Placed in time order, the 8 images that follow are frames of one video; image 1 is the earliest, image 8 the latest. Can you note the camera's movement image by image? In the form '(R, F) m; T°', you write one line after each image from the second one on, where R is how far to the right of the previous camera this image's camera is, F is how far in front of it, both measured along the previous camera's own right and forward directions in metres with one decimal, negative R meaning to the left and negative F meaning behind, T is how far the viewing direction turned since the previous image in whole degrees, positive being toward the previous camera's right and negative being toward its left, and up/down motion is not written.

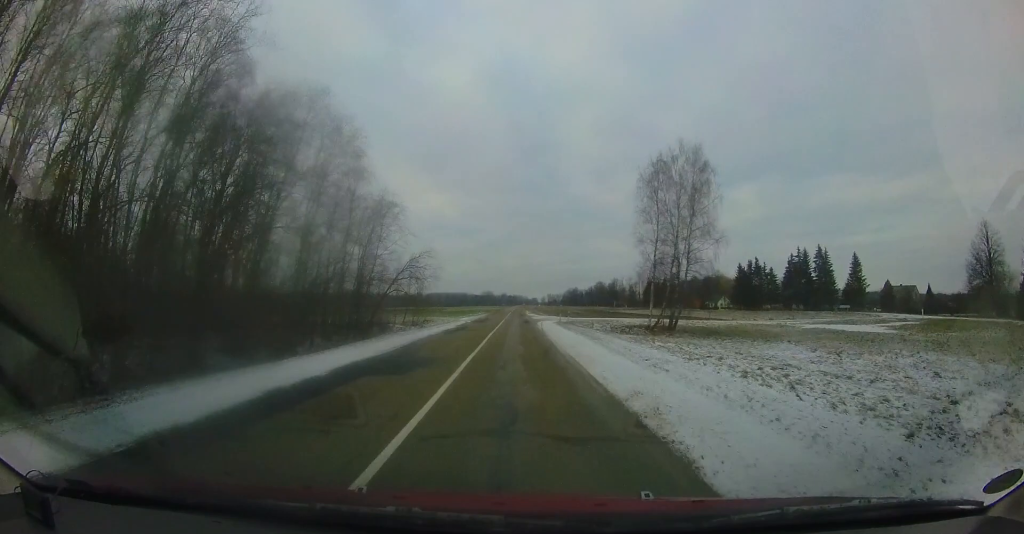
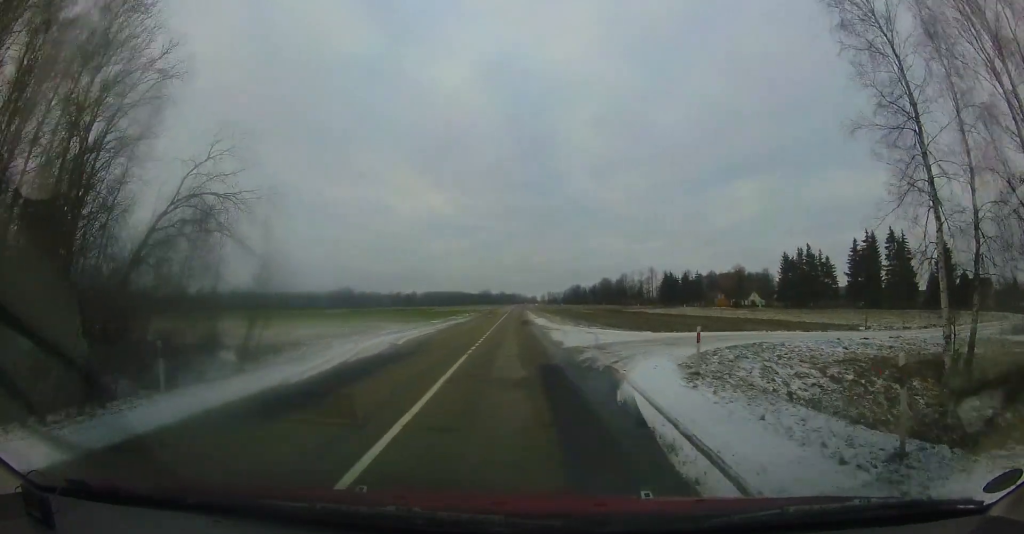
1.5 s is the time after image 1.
(+0.2, +26.2) m; +1°
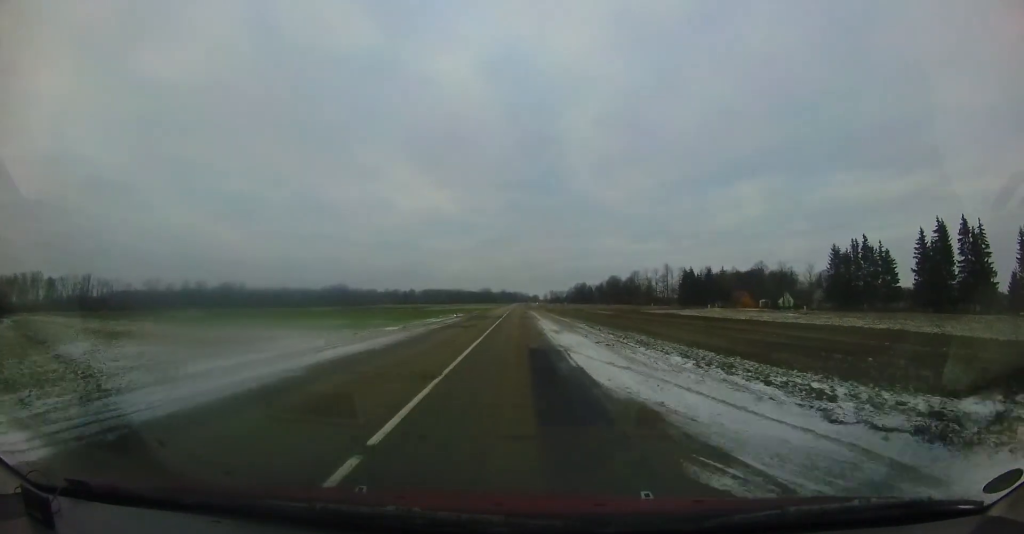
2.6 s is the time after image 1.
(+0.3, +19.8) m; 0°
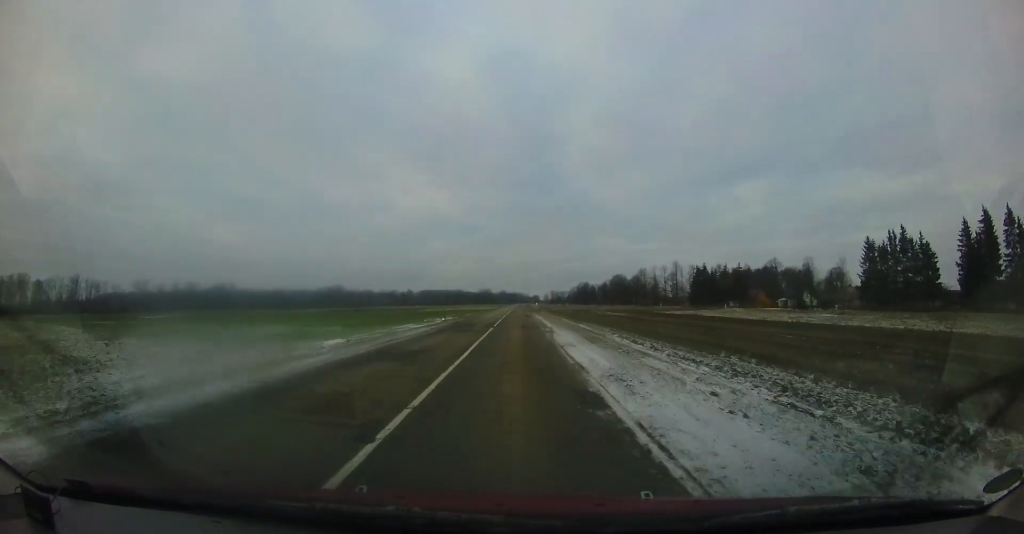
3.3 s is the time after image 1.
(+0.2, +11.7) m; -1°
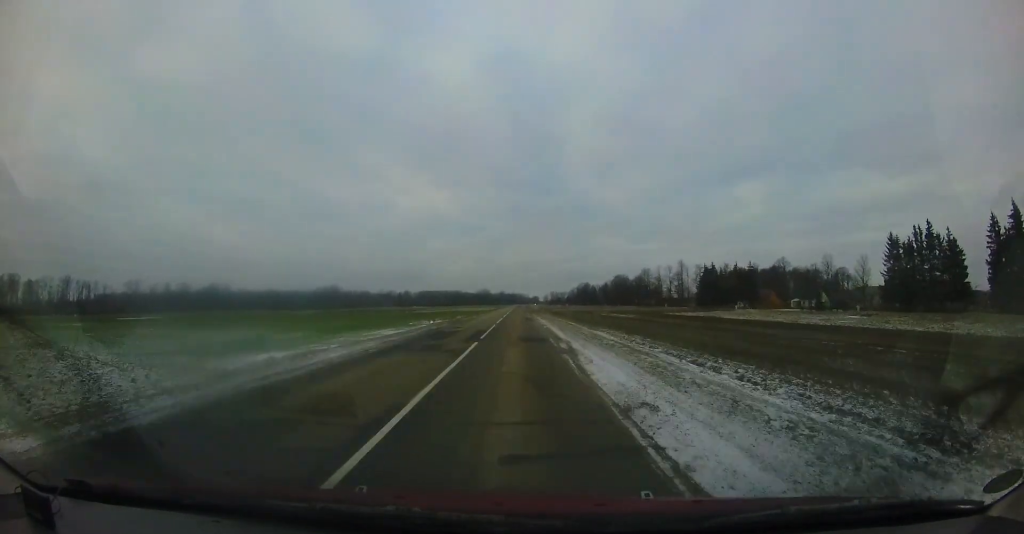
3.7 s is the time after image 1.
(-0.5, +7.6) m; -1°
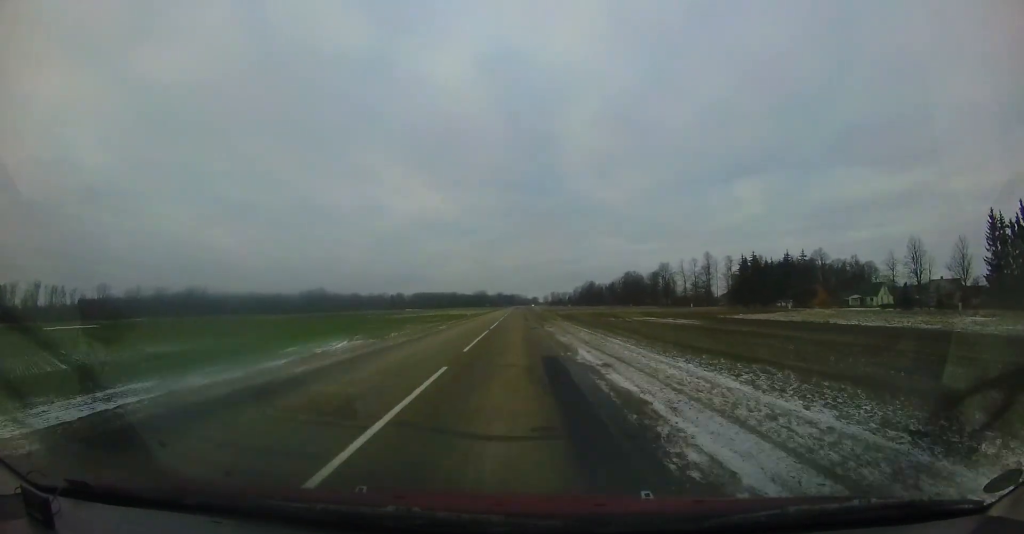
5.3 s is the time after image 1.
(+0.2, +27.4) m; +1°
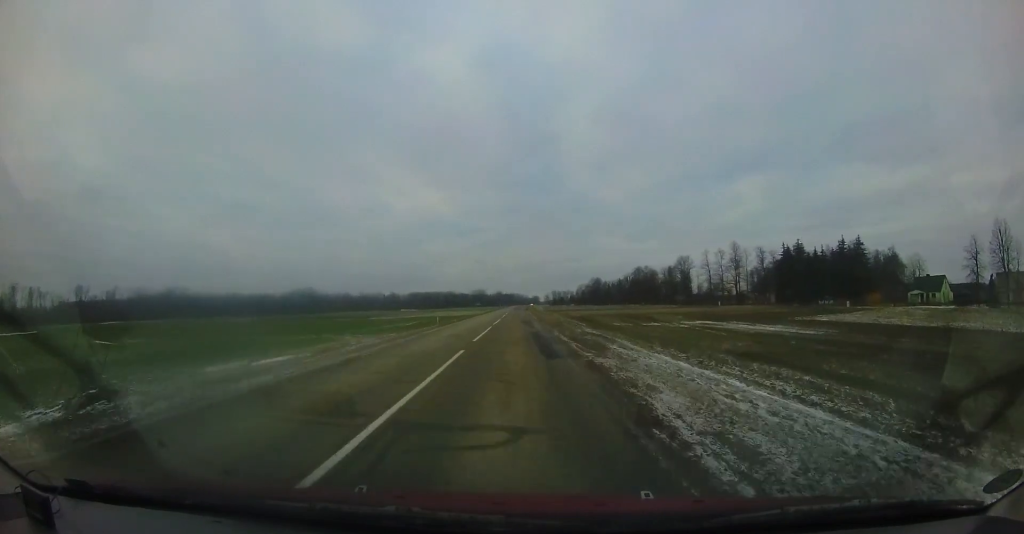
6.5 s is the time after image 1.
(-0.2, +21.1) m; -1°
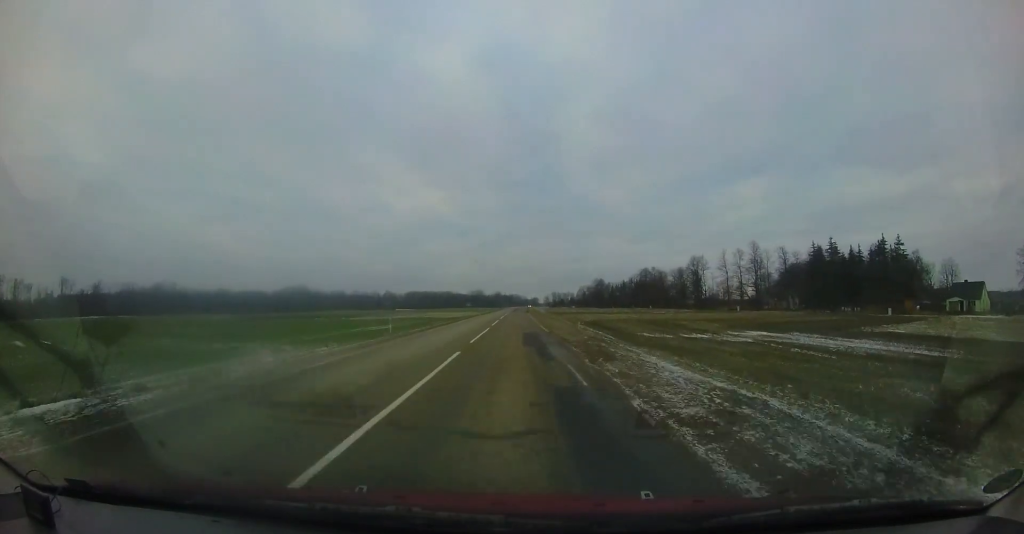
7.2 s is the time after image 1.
(-0.1, +12.4) m; 0°
